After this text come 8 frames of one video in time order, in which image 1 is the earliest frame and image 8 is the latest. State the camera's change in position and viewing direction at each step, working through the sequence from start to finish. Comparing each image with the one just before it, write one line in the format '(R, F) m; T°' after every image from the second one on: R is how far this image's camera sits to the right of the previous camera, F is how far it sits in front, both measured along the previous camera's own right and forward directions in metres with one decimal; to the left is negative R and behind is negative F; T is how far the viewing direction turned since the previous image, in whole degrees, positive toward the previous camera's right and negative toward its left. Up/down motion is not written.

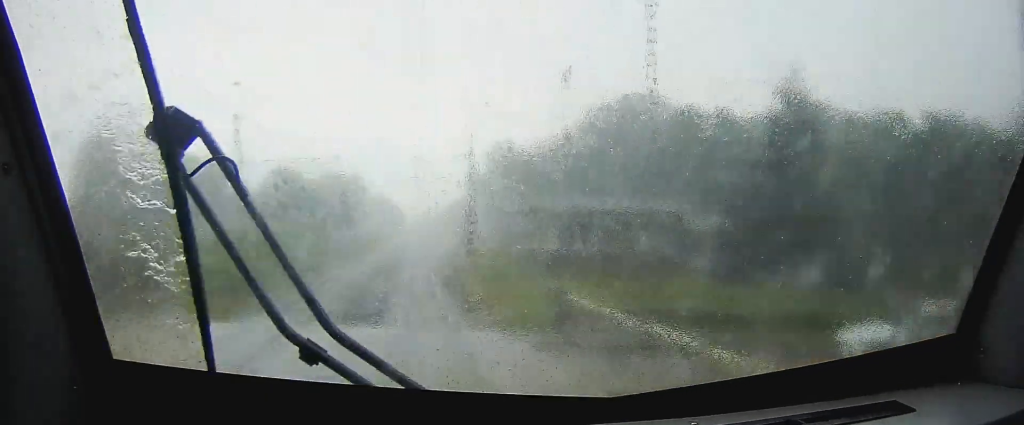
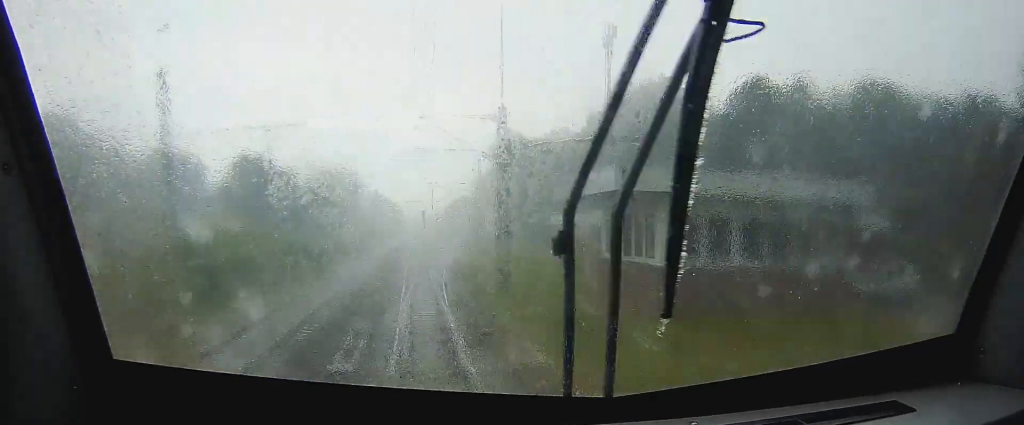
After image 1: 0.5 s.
(0.0, +15.3) m; 0°
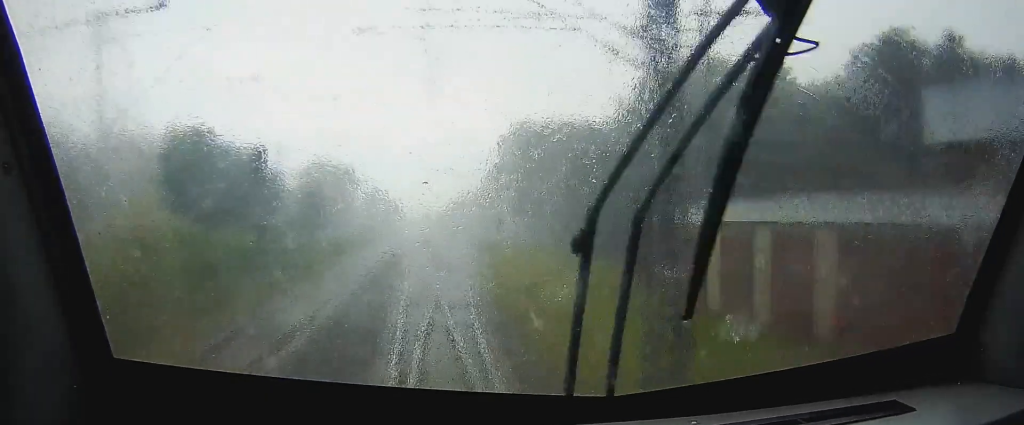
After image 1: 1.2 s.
(0.0, +20.4) m; 0°
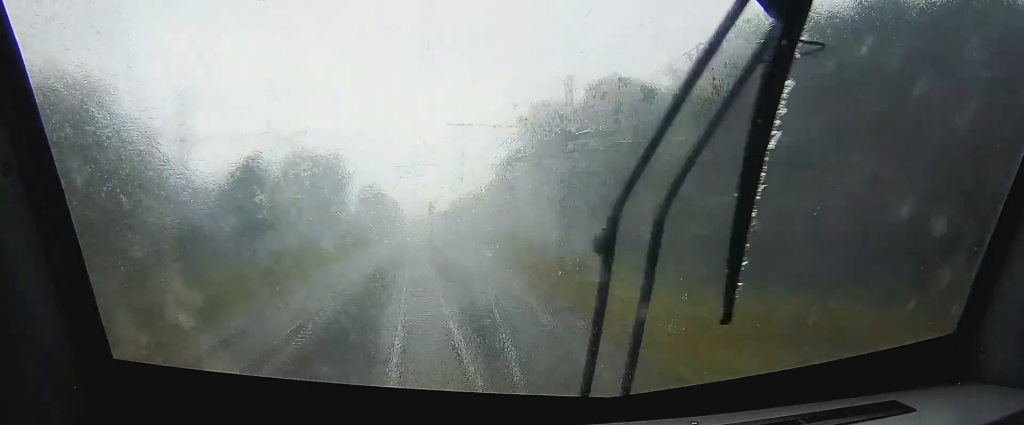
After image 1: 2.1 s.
(-0.1, +29.6) m; 0°
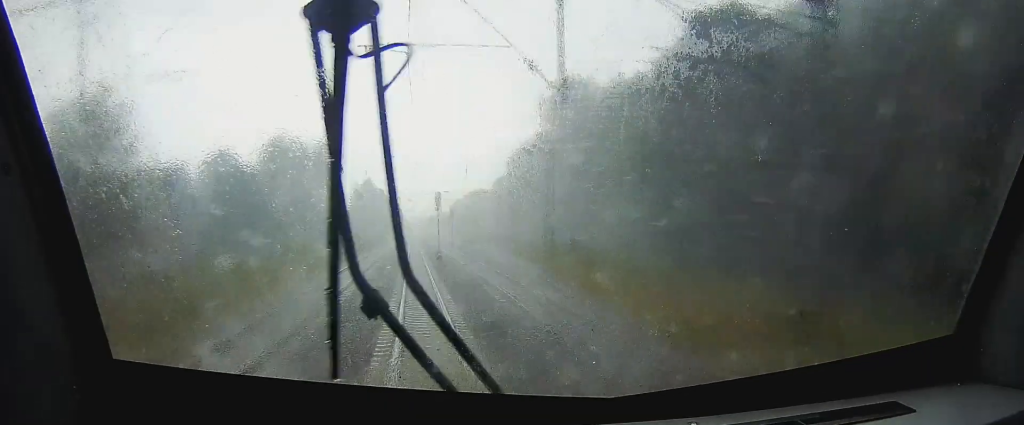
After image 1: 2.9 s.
(0.0, +24.4) m; 0°
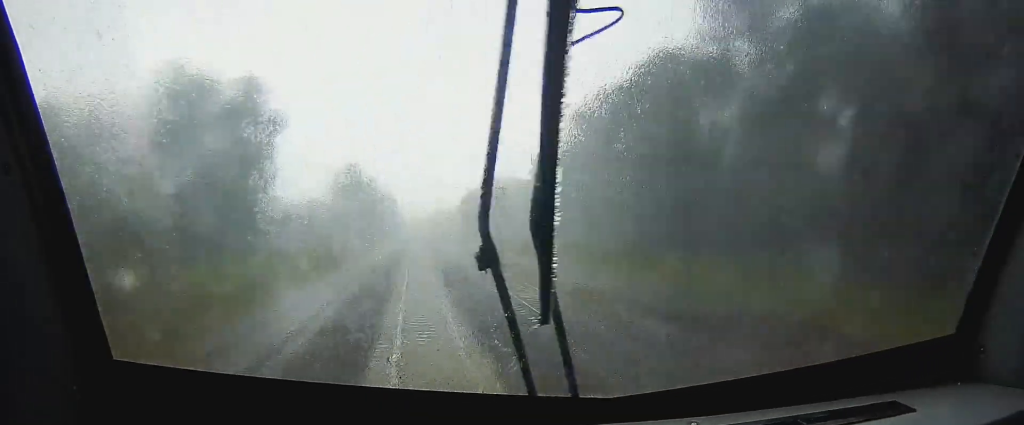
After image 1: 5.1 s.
(+0.4, +66.9) m; +1°
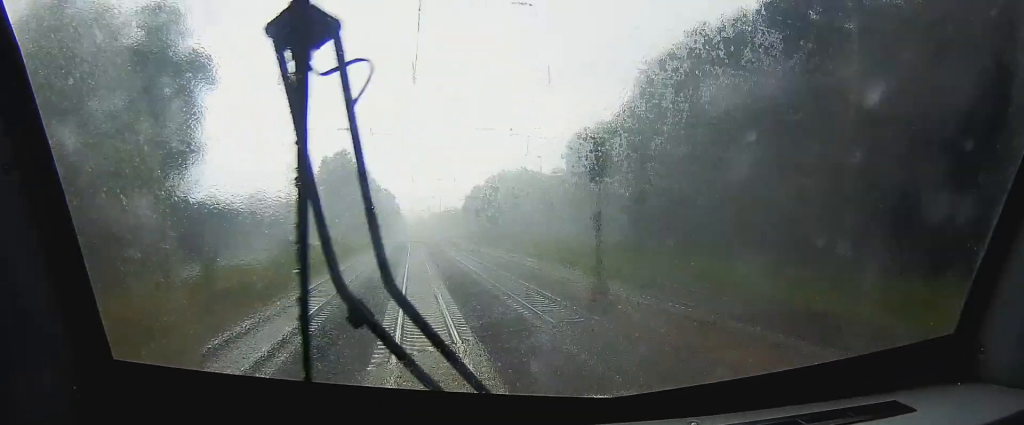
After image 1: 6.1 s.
(+0.1, +29.3) m; 0°
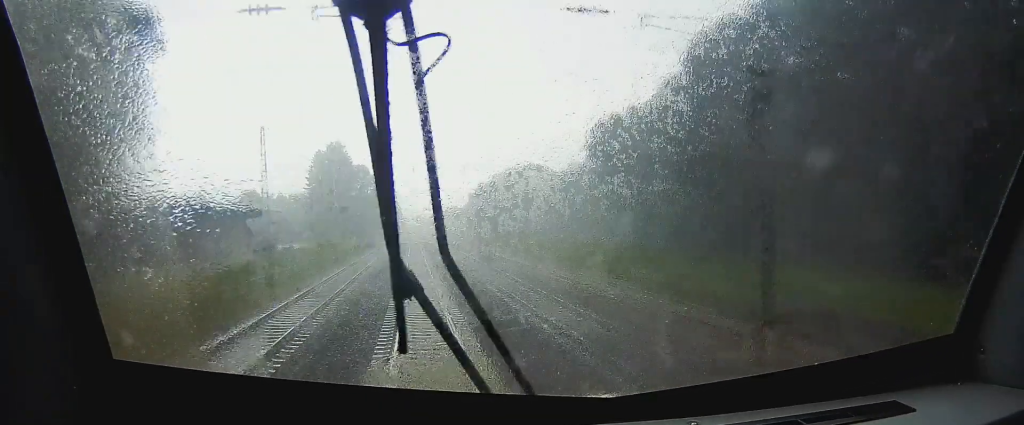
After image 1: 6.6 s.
(0.0, +14.1) m; 0°
